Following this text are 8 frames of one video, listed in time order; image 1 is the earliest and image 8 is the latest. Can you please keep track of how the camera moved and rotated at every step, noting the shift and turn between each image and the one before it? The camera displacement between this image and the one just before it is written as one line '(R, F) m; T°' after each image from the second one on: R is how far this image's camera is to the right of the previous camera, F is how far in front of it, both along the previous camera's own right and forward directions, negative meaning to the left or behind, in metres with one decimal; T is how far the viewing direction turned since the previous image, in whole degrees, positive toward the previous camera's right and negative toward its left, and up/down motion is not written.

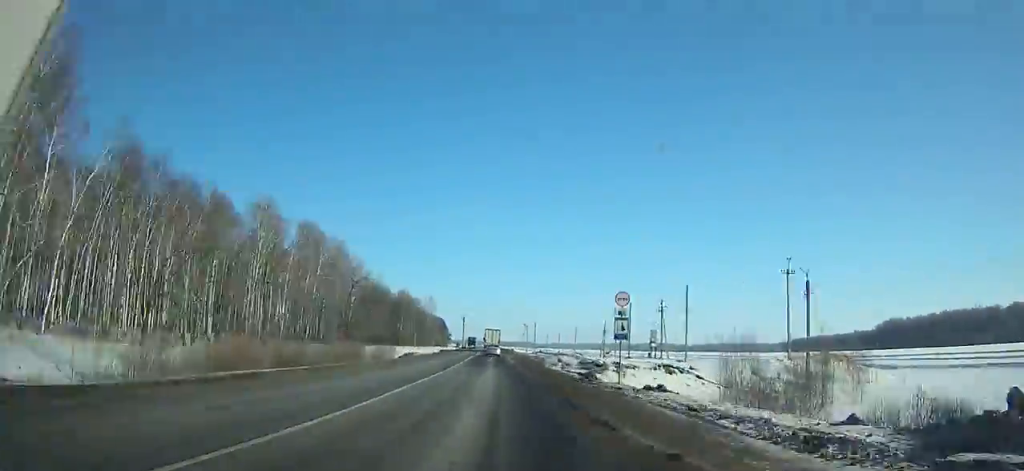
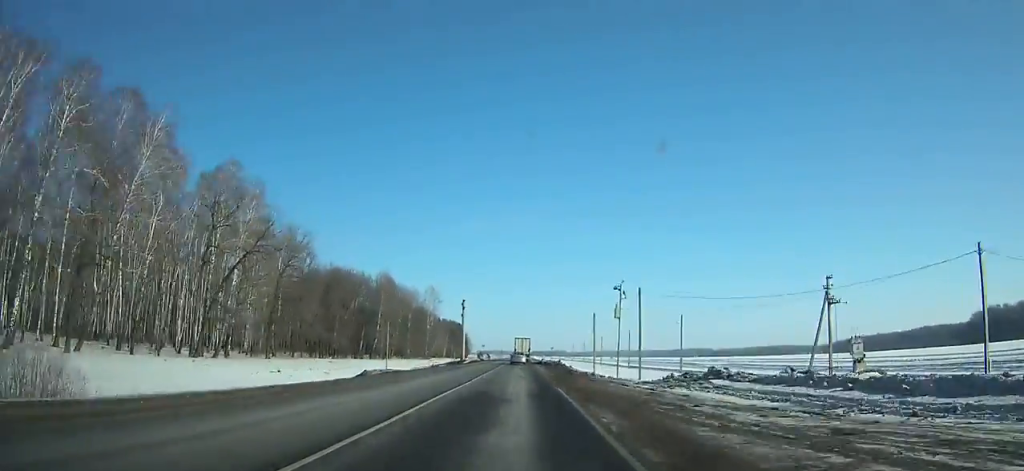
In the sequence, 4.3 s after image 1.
(-4.4, +81.7) m; -3°
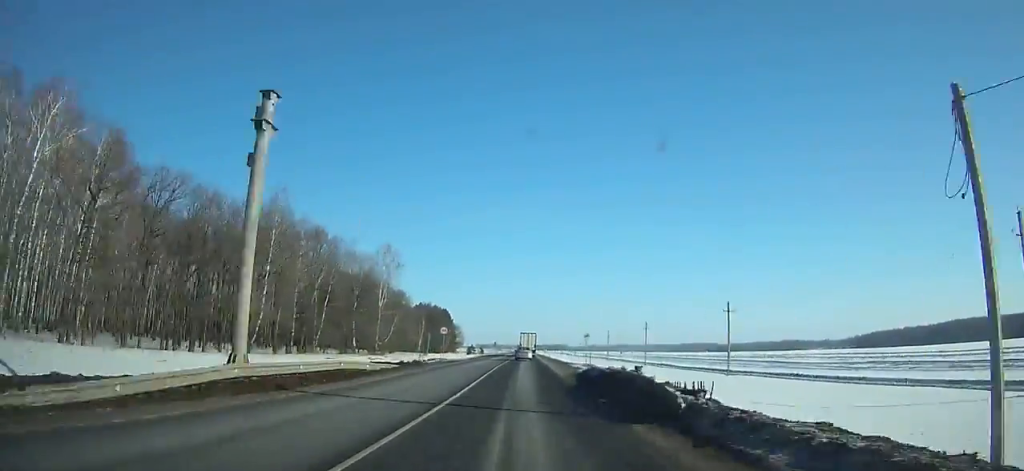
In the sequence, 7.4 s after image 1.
(+0.3, +64.1) m; 0°
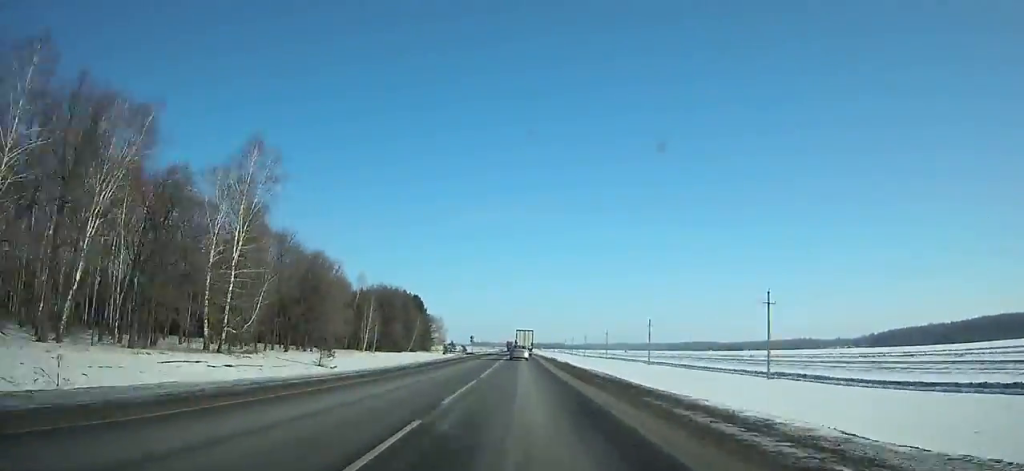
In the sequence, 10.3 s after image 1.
(-0.2, +62.4) m; 0°
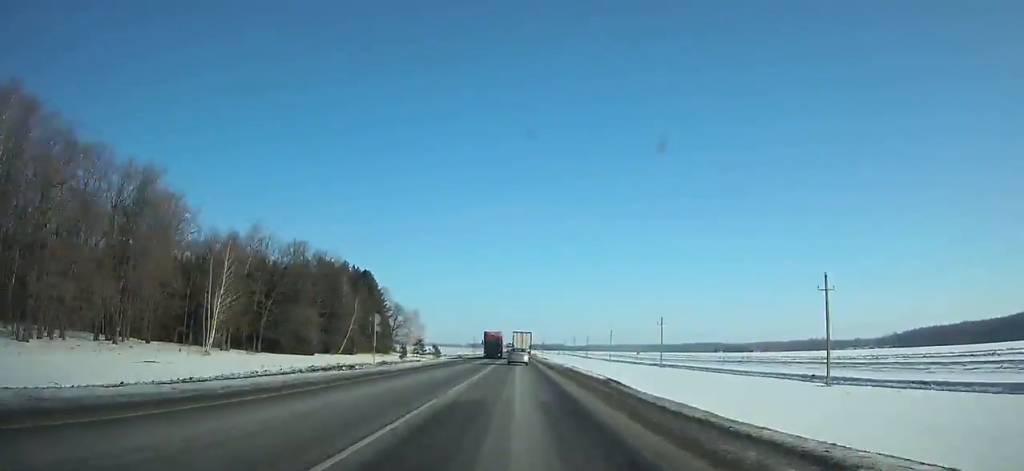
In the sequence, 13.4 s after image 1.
(+0.5, +68.9) m; 0°
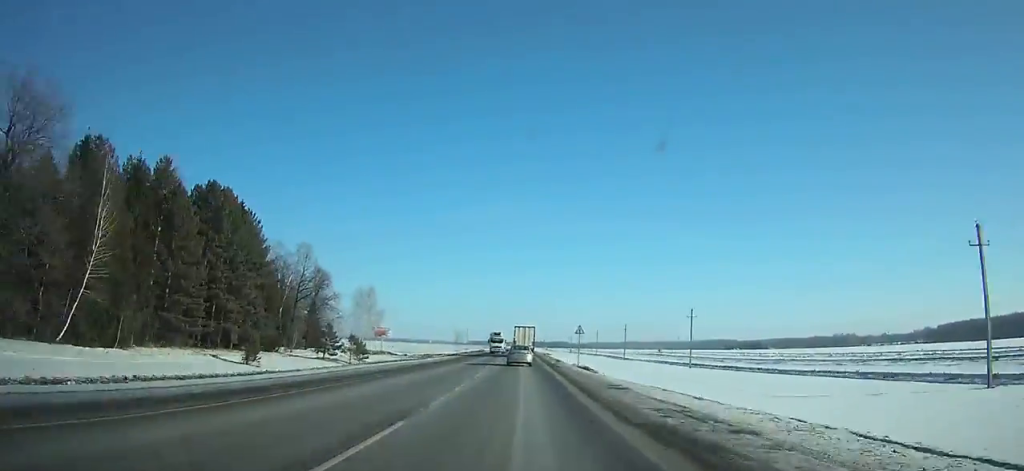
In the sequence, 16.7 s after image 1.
(+0.1, +74.8) m; 0°
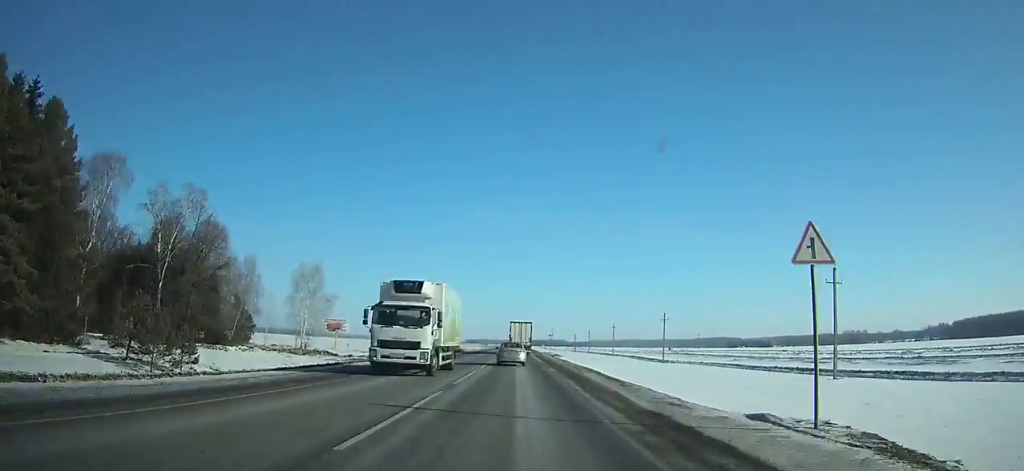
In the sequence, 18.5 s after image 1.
(0.0, +41.0) m; 0°
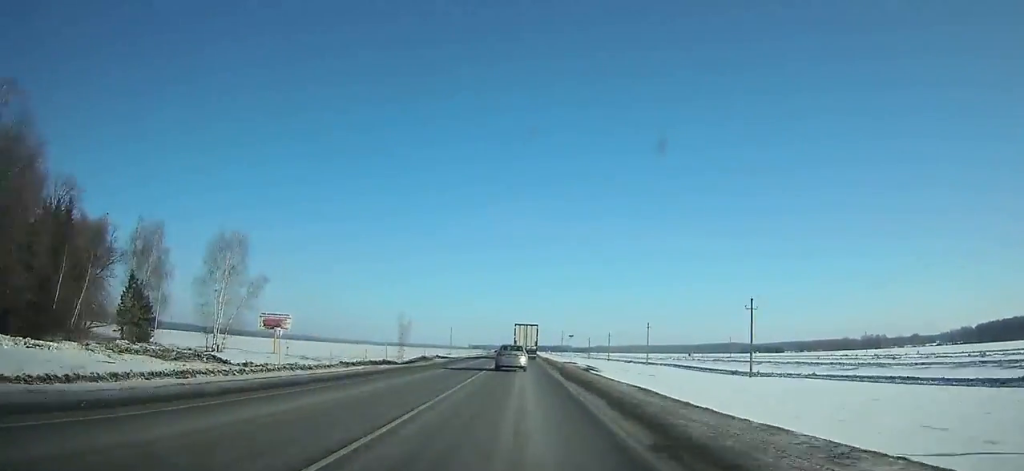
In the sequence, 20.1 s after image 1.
(0.0, +36.4) m; 0°
